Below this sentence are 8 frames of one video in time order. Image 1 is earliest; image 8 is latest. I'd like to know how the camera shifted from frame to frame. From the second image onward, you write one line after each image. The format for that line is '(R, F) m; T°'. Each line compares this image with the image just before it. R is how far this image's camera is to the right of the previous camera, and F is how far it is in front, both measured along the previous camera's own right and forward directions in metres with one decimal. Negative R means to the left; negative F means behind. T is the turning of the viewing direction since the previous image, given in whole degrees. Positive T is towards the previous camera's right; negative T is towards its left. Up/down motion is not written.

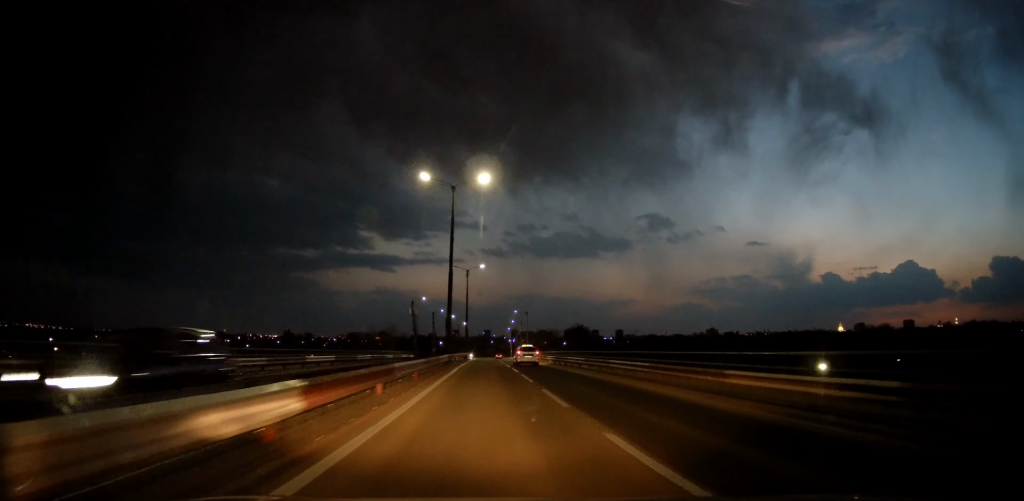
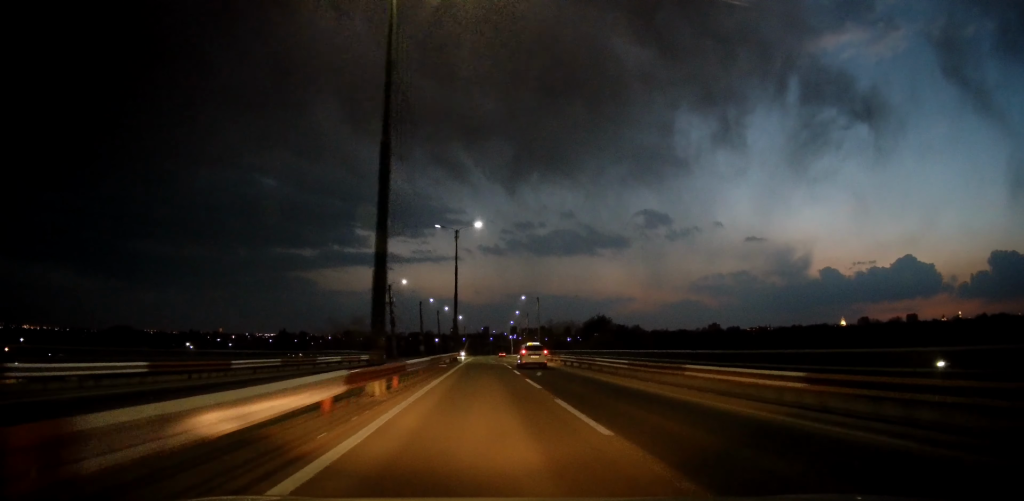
(+0.3, +21.5) m; 0°
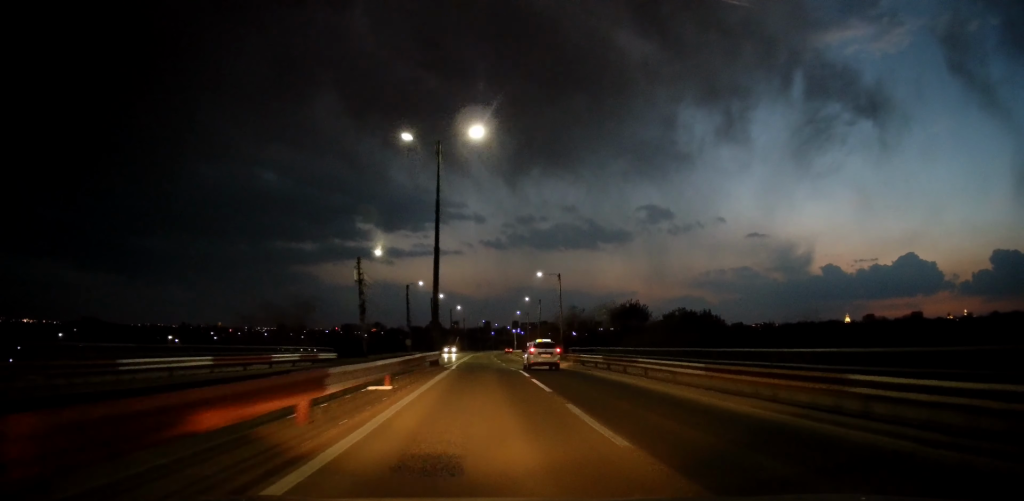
(-0.1, +19.2) m; 0°
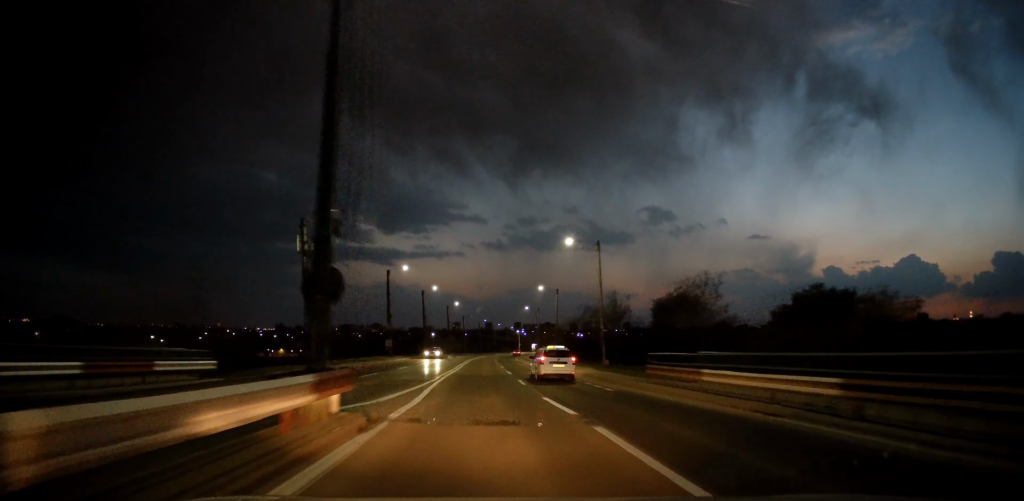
(0.0, +17.7) m; 0°
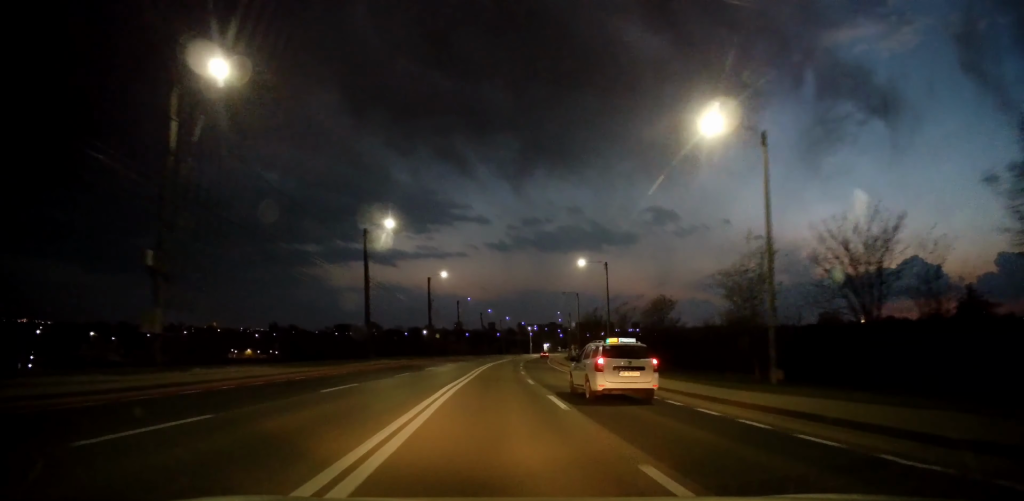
(-0.3, +45.4) m; -1°
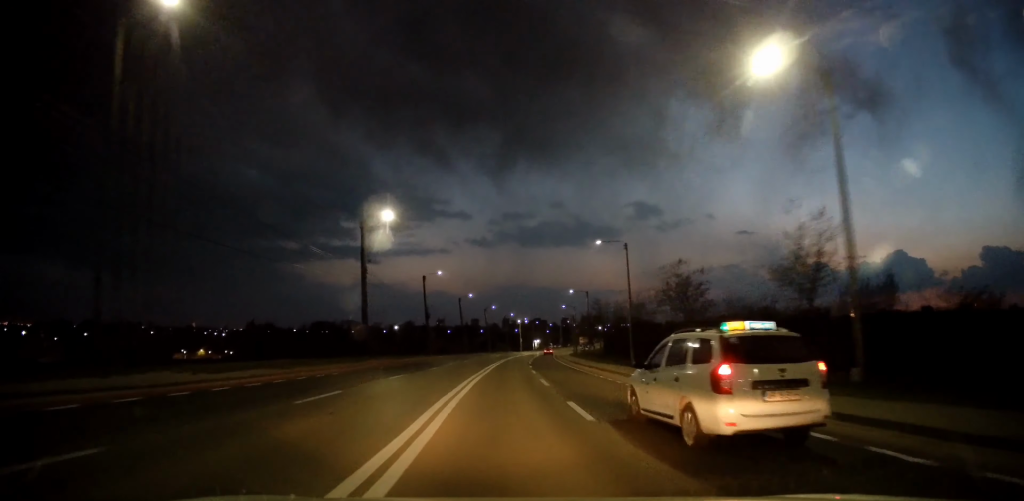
(+0.2, +30.9) m; +2°
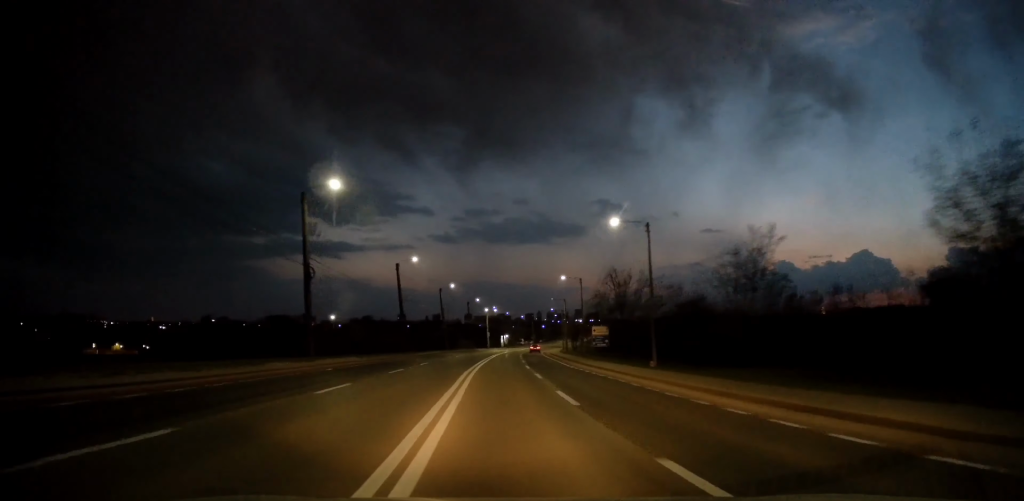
(+0.9, +35.3) m; +4°
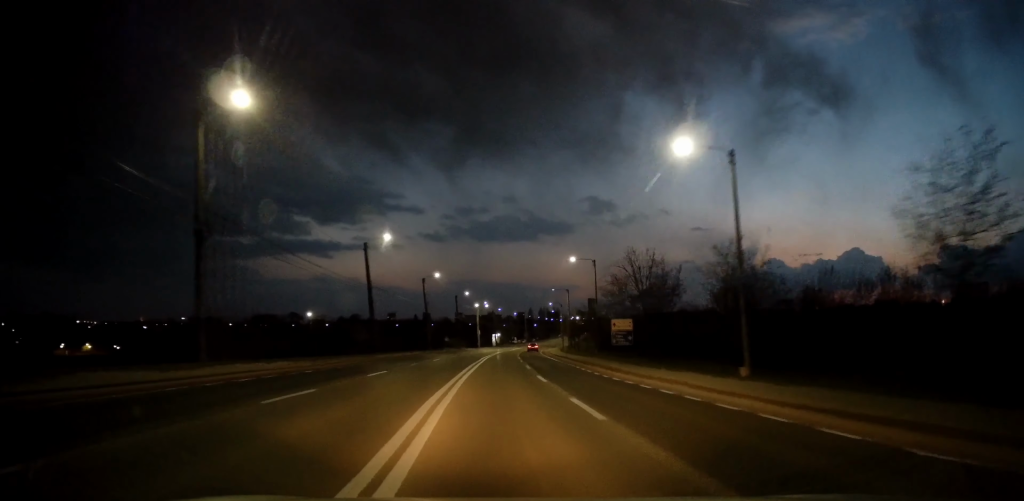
(+0.3, +12.0) m; +1°
